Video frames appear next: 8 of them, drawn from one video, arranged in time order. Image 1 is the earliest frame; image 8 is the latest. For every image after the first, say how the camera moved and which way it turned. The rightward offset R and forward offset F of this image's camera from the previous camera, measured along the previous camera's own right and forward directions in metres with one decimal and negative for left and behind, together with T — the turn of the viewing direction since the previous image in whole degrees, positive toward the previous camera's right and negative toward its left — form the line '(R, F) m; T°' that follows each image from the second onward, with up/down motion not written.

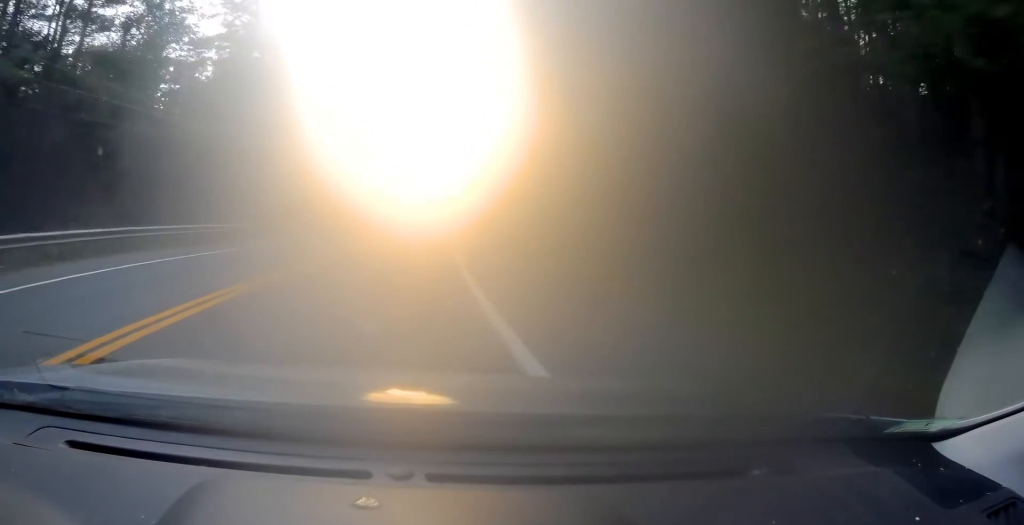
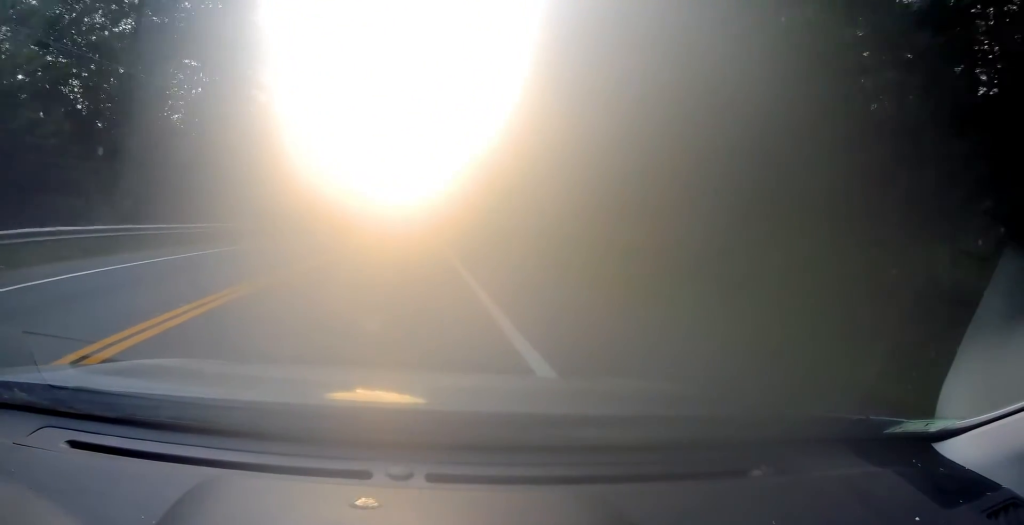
(+0.5, +20.7) m; +2°
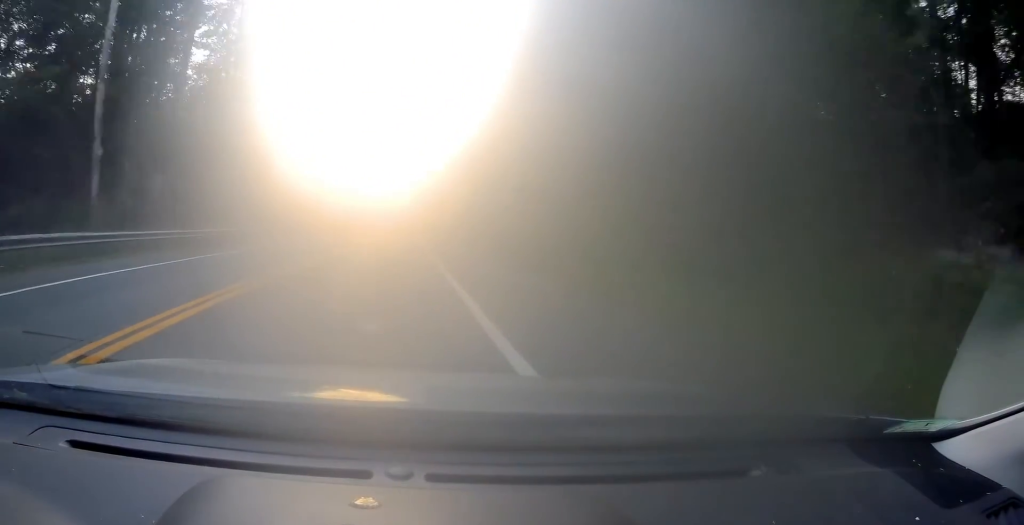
(+0.2, +18.1) m; +1°
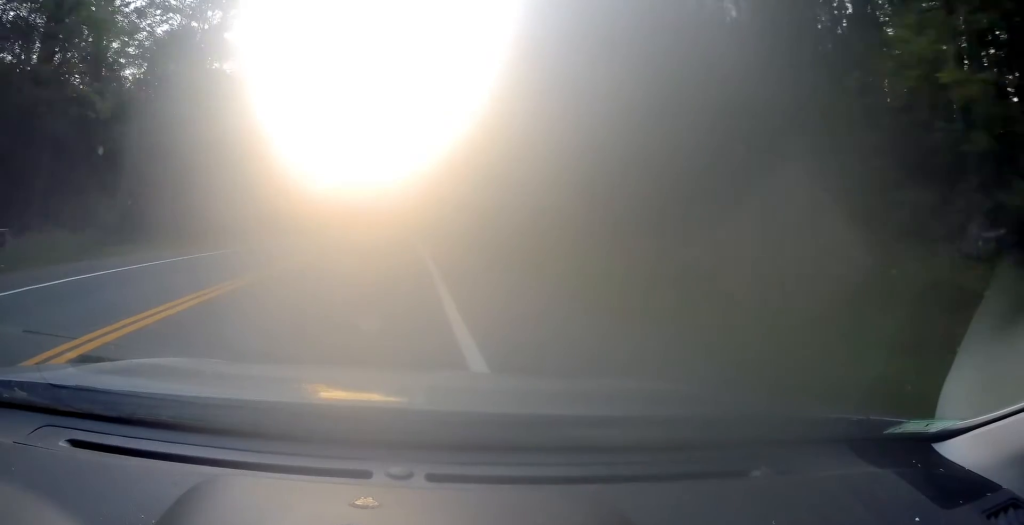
(+0.2, +30.1) m; +1°
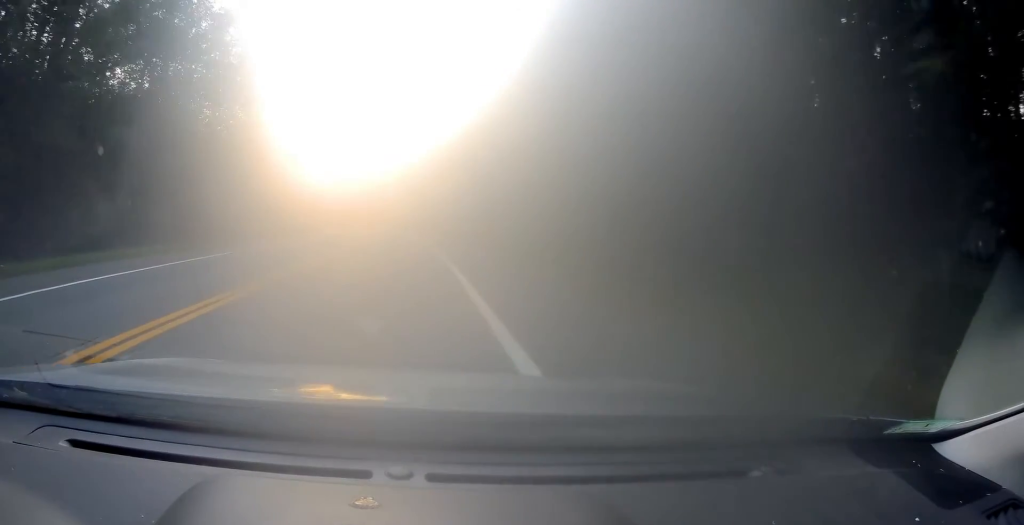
(+0.3, +28.4) m; 0°
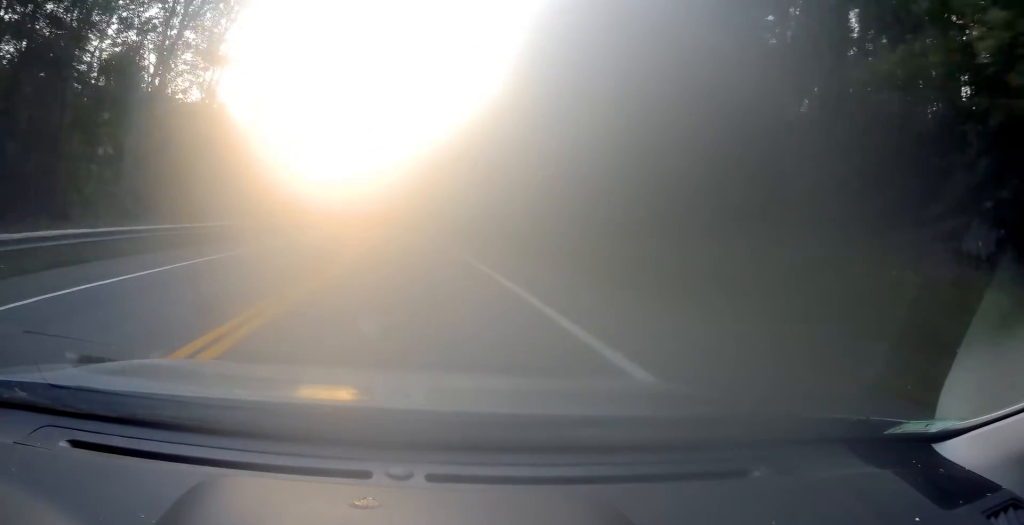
(0.0, +36.1) m; -1°
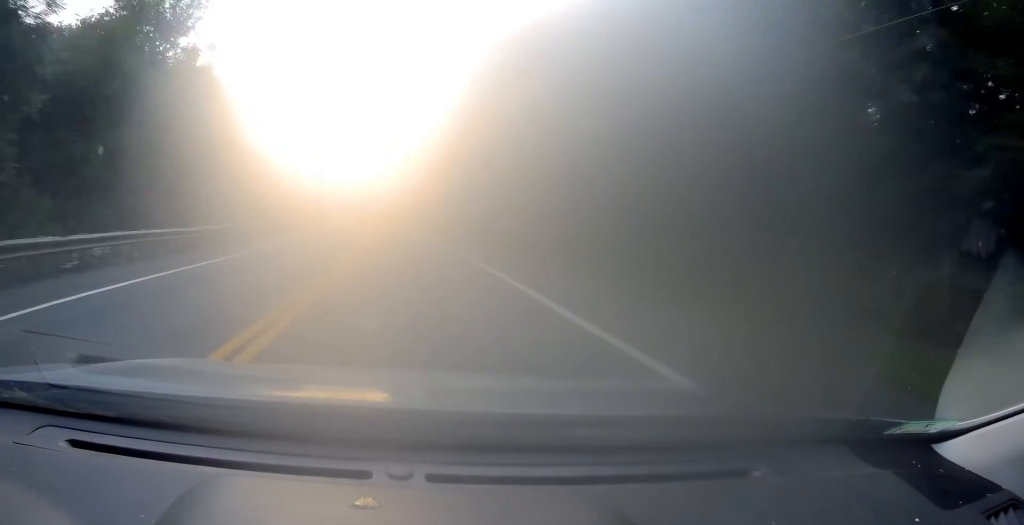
(-1.0, +46.9) m; -2°
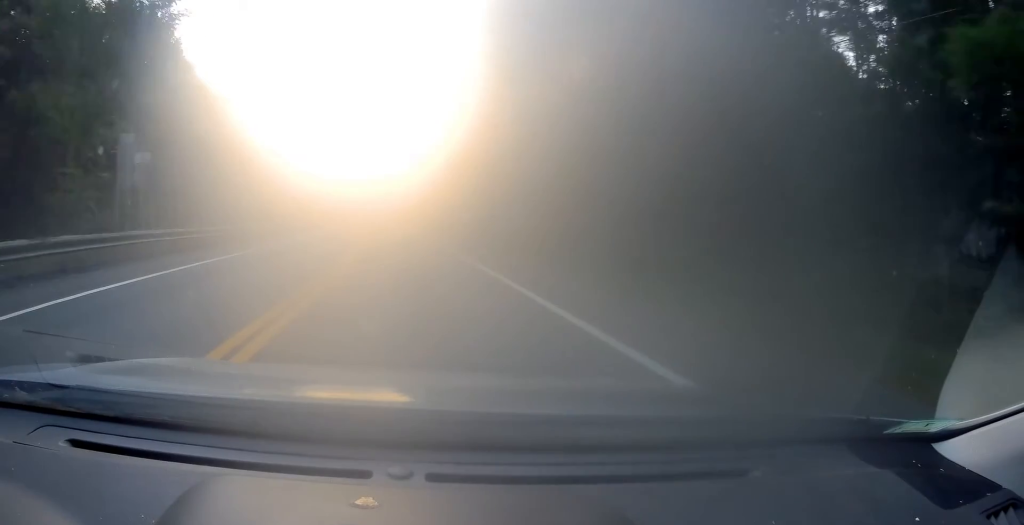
(0.0, +23.8) m; -1°
